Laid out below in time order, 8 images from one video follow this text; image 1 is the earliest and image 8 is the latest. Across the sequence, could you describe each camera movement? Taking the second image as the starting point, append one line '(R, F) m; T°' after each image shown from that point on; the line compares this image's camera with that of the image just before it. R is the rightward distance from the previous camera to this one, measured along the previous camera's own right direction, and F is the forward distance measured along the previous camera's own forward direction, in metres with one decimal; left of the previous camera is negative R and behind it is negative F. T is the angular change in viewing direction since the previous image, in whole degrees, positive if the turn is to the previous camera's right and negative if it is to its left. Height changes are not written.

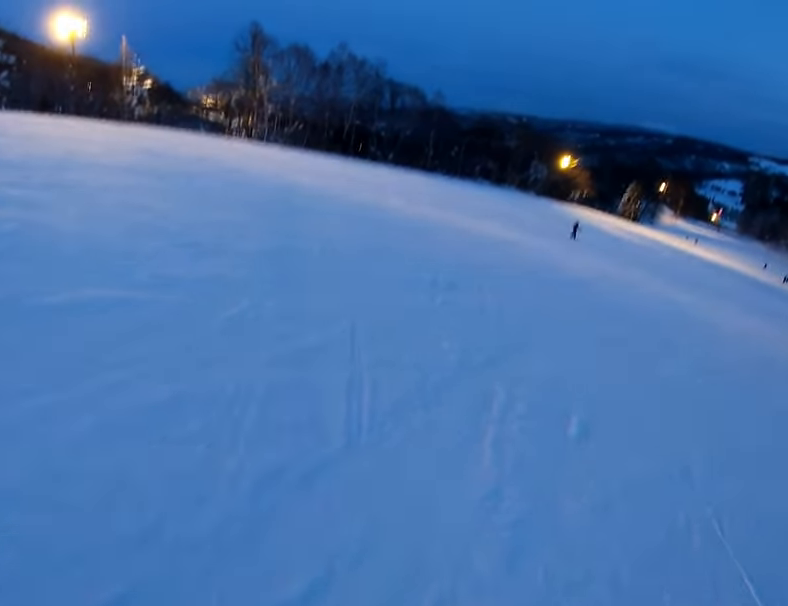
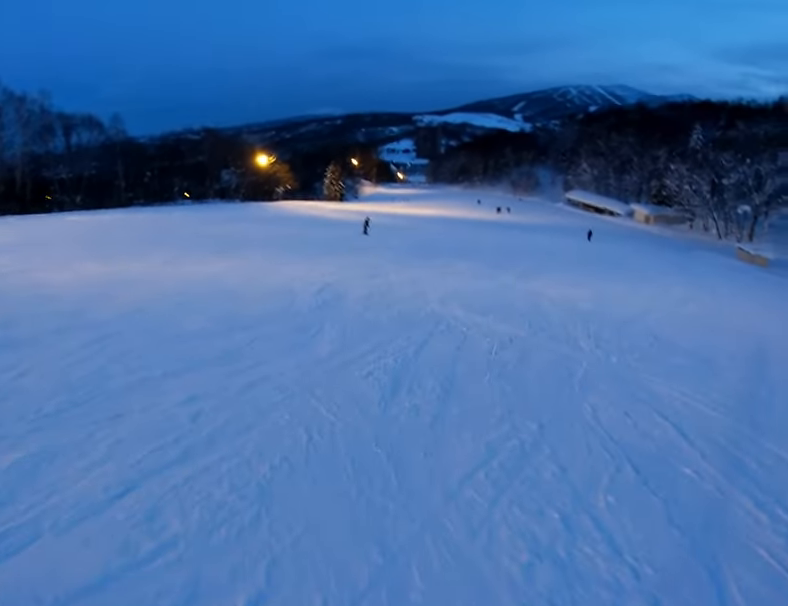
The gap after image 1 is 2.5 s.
(-1.0, +13.2) m; +16°
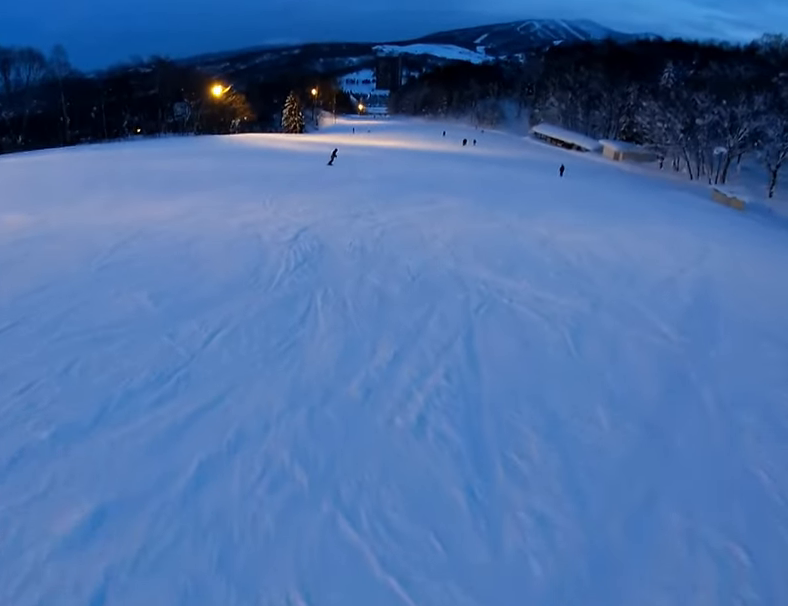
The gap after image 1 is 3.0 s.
(+0.7, +2.8) m; +13°
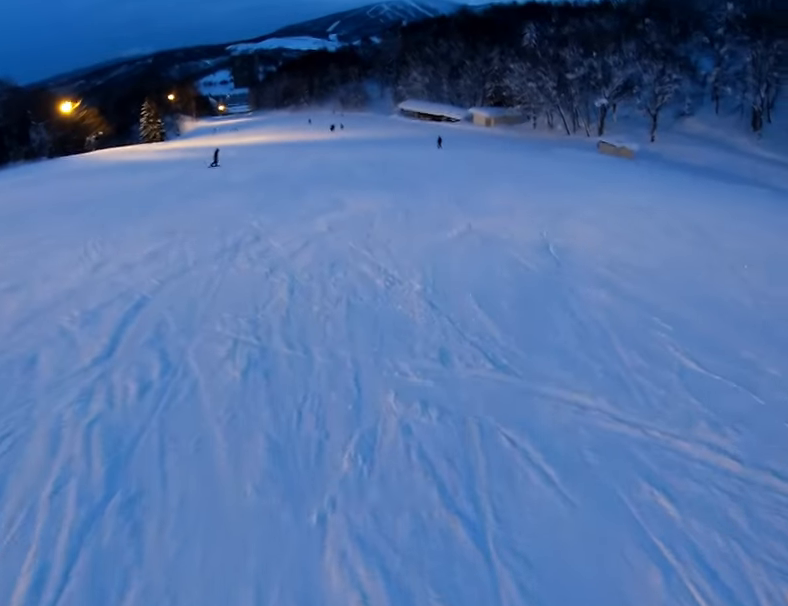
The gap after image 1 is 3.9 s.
(+1.2, +5.7) m; +19°
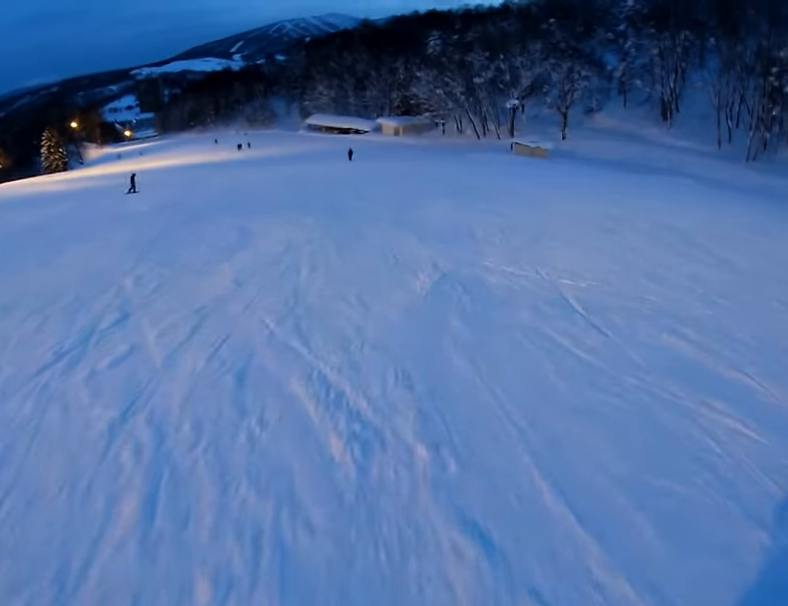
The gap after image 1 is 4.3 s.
(0.0, +3.3) m; +8°
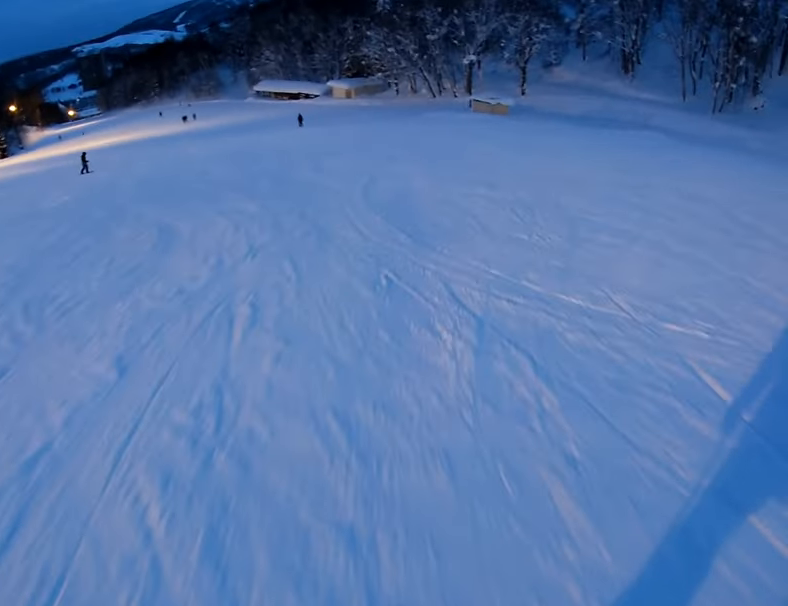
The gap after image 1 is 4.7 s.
(+0.4, +2.9) m; +7°
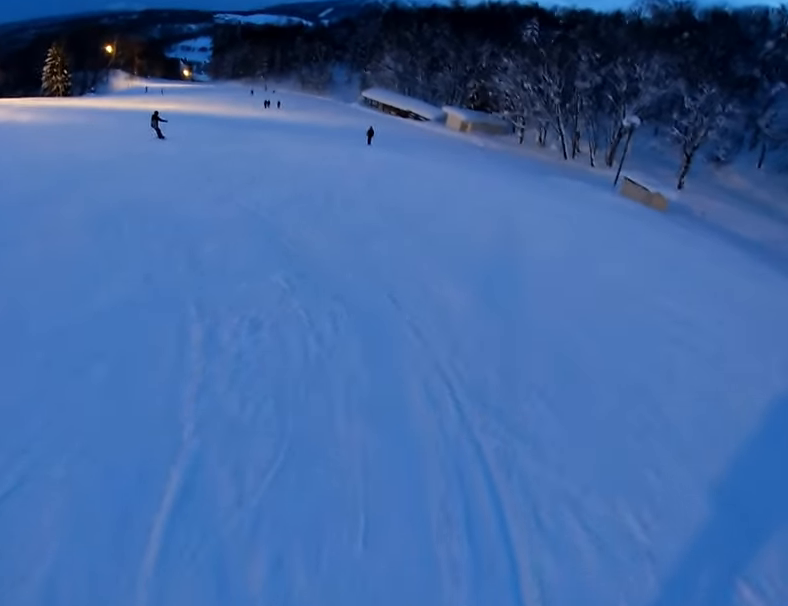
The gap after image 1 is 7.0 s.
(+2.4, +17.8) m; -4°
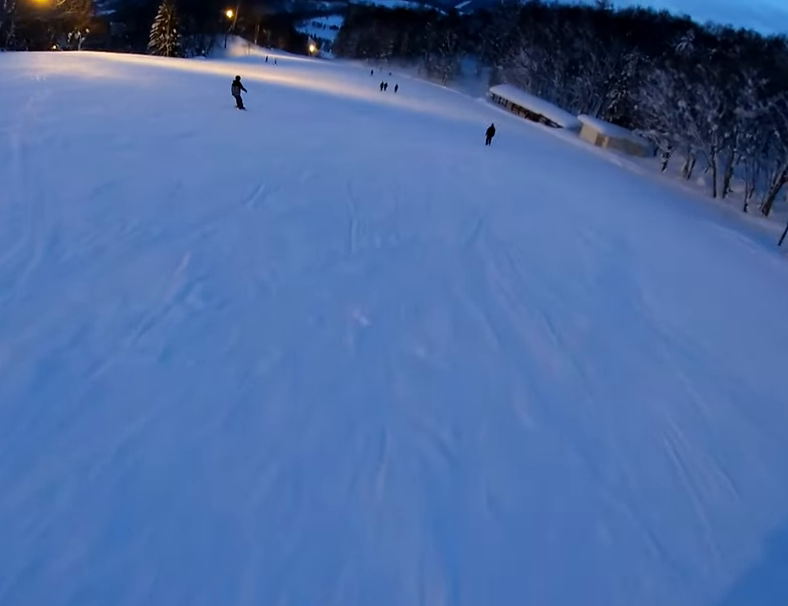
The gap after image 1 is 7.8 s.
(-1.0, +7.7) m; -12°
